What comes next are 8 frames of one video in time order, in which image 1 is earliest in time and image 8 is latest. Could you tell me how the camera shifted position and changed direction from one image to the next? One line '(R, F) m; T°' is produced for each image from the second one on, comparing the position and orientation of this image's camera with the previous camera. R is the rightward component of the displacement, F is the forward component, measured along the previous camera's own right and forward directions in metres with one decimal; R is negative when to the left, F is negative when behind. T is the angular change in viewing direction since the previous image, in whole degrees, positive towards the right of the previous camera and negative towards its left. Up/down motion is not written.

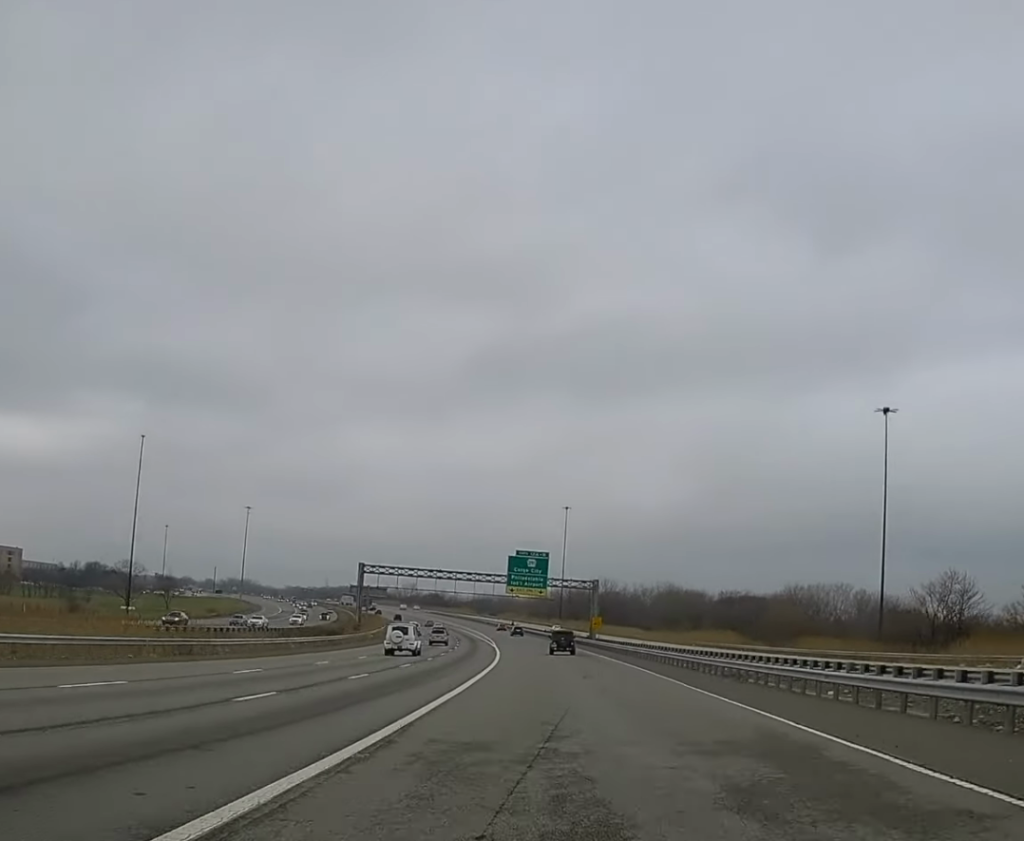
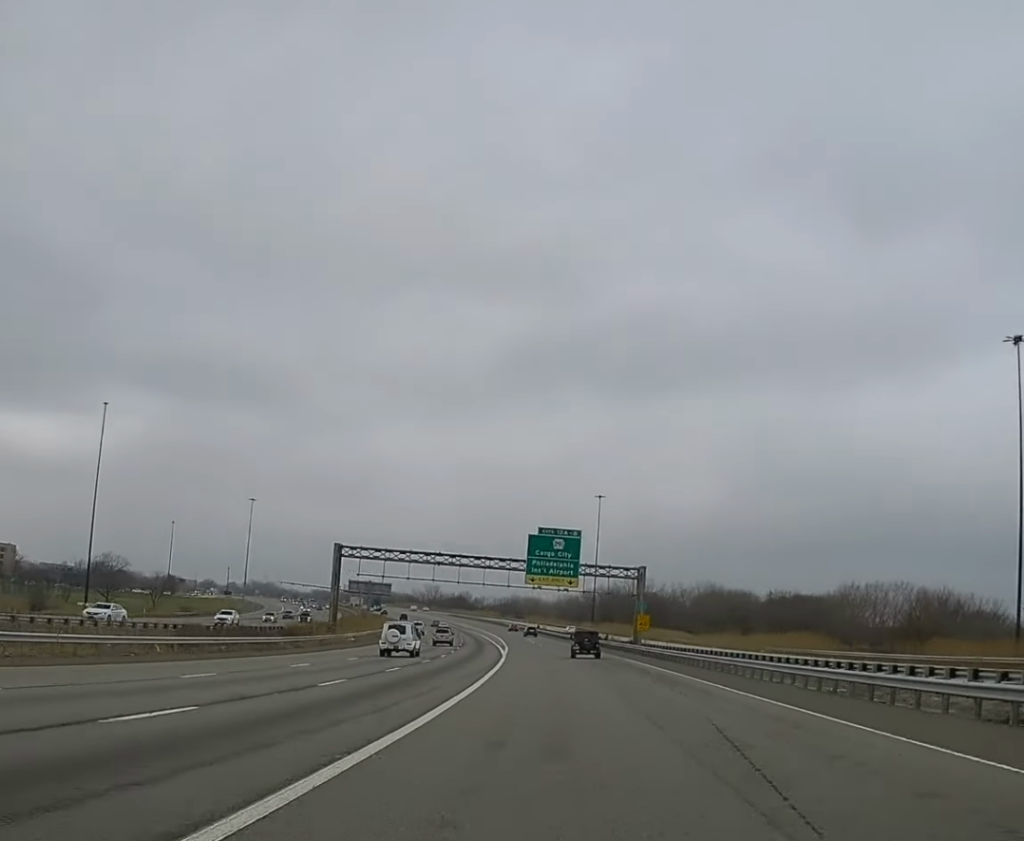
(-0.4, +30.3) m; -2°
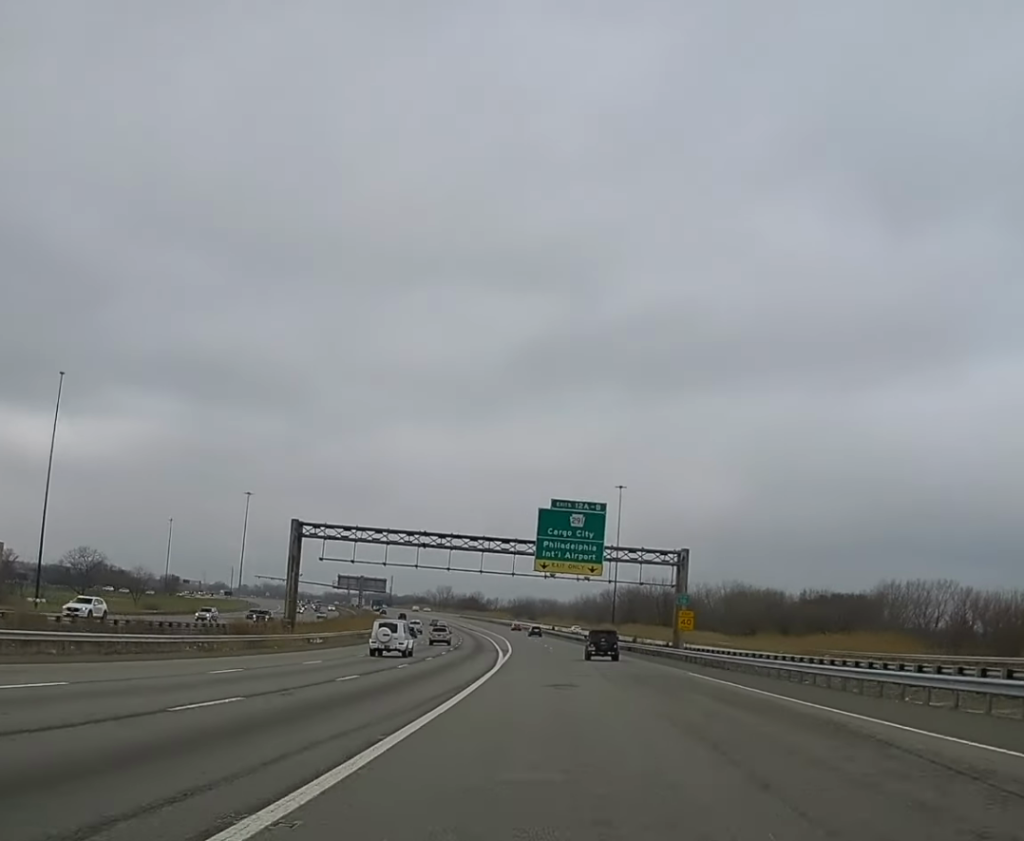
(-0.1, +21.7) m; -1°
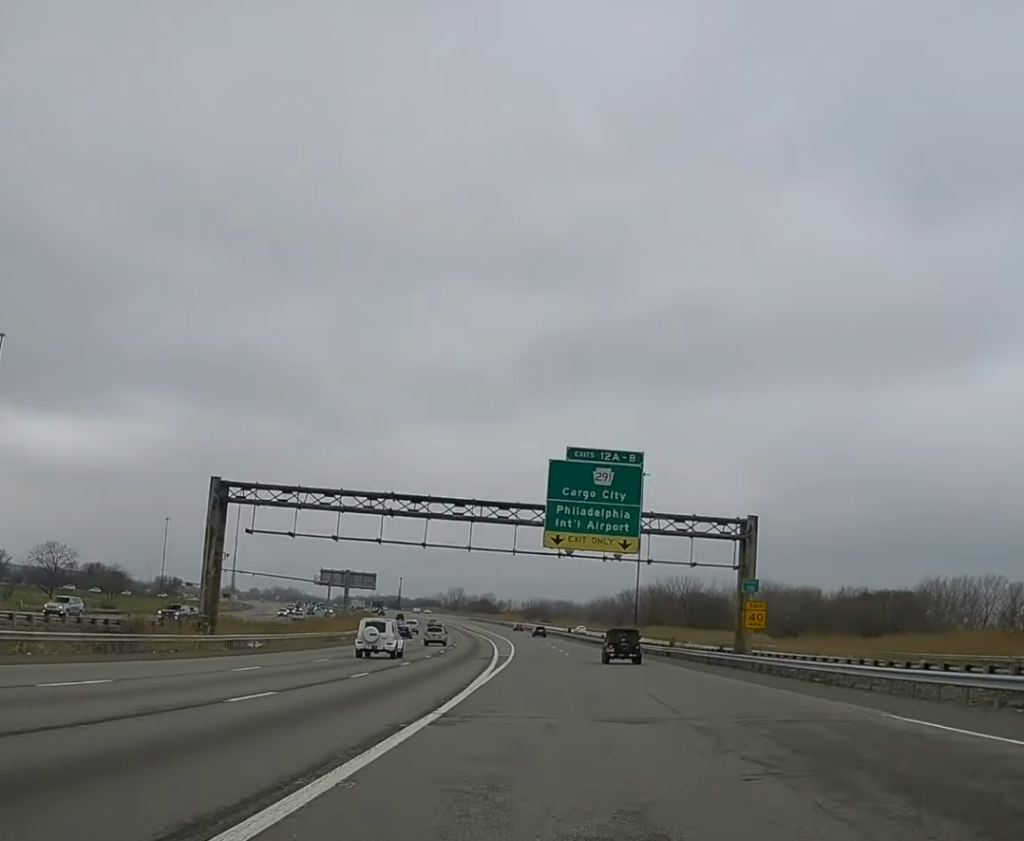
(-0.4, +22.0) m; -1°
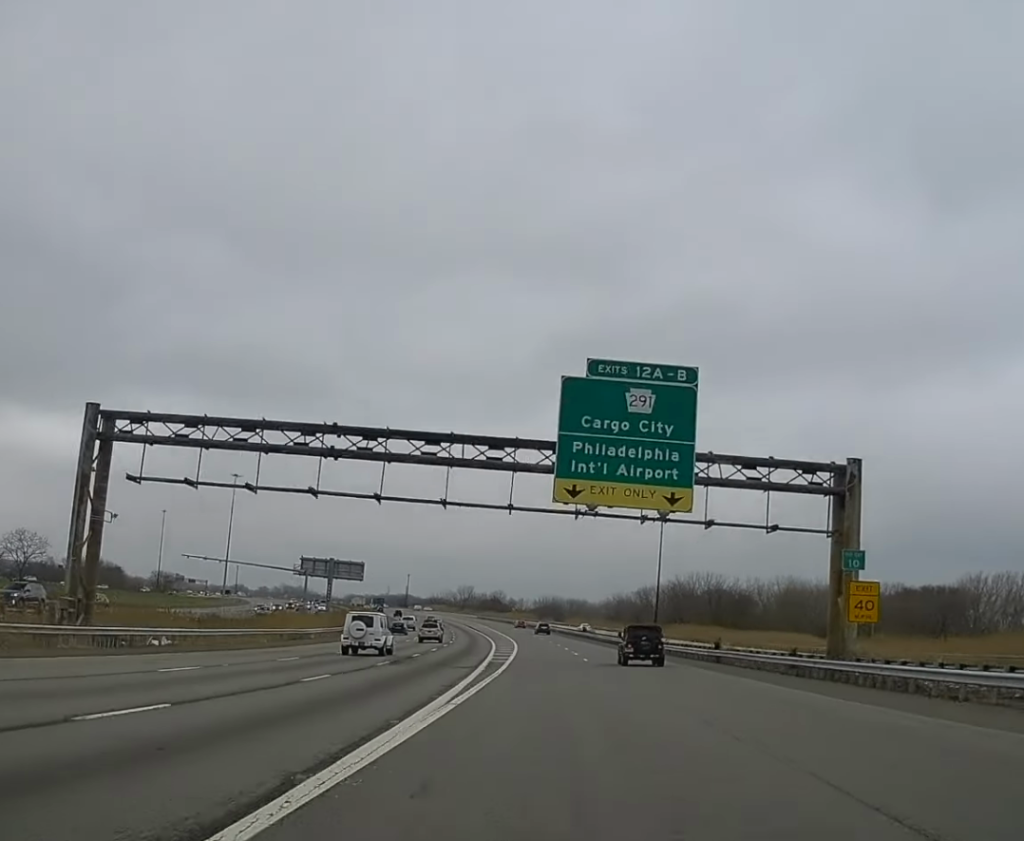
(-0.1, +17.6) m; -1°
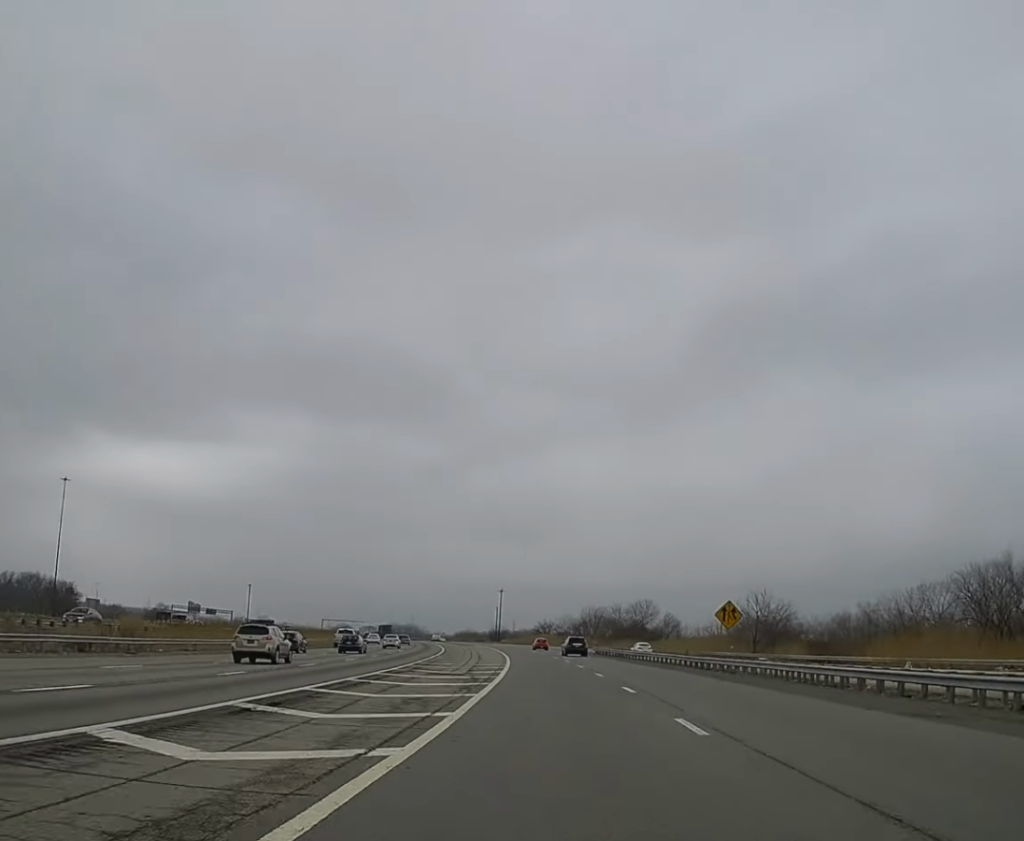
(-10.6, +178.0) m; -7°
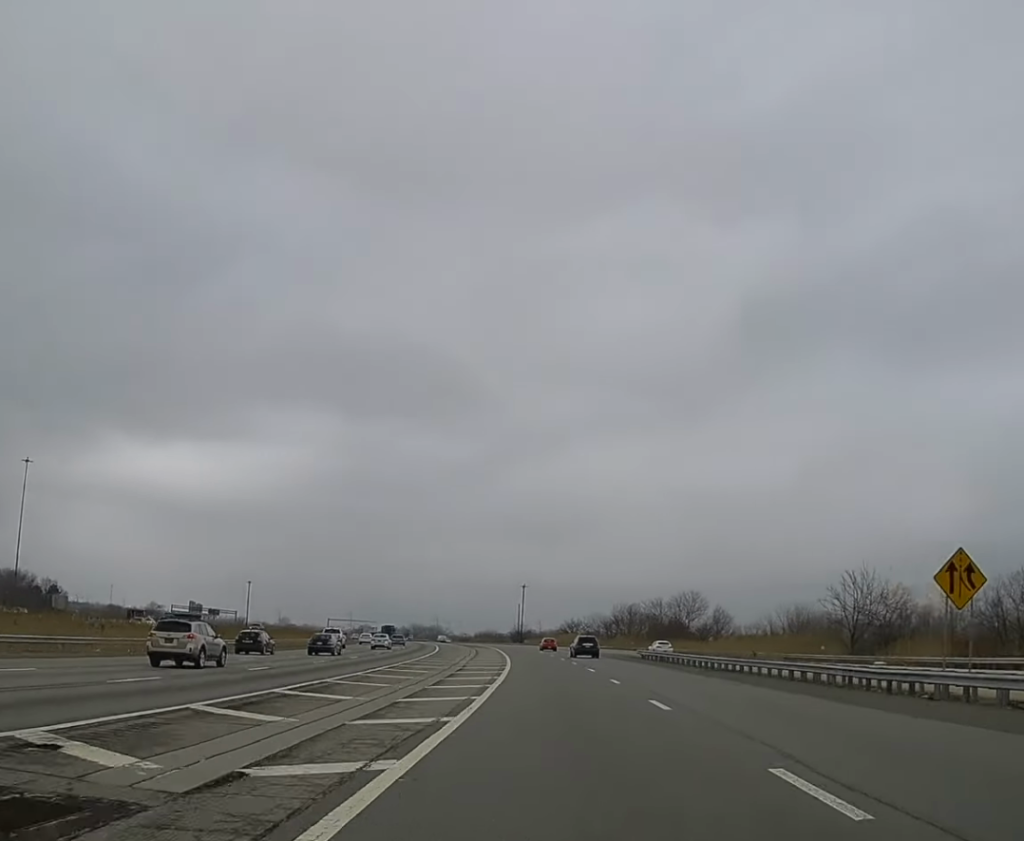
(-0.6, +30.9) m; -2°
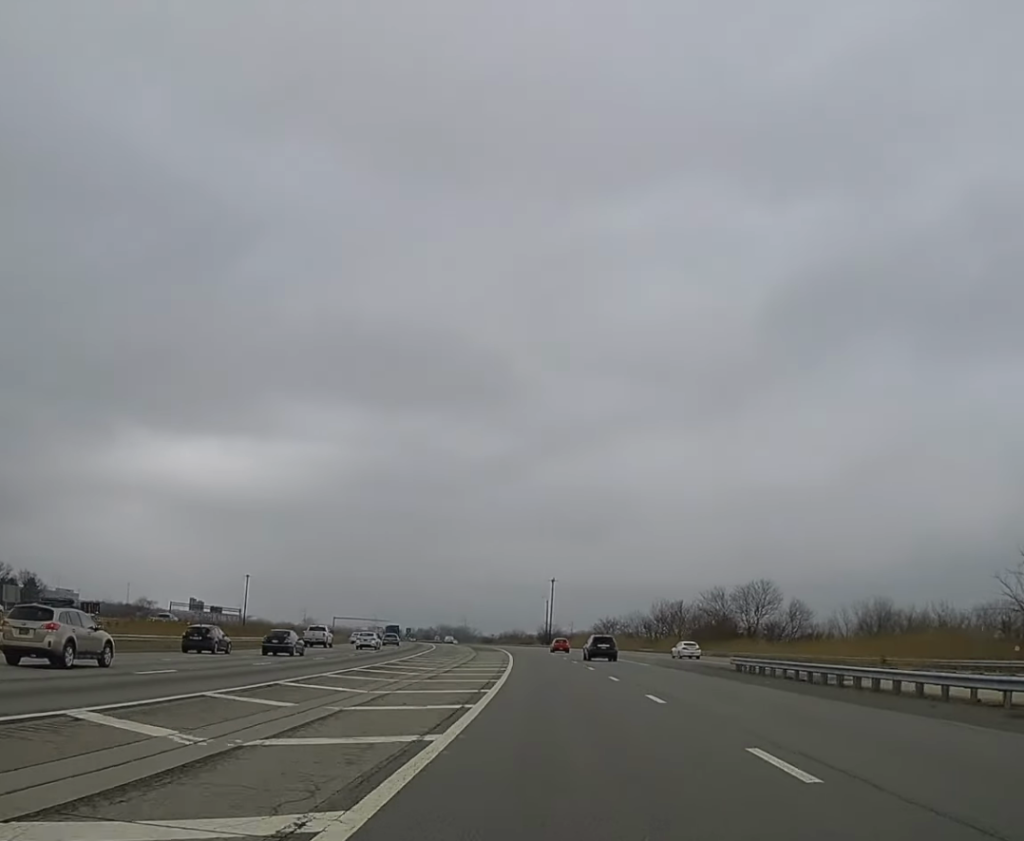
(-0.6, +34.2) m; -2°
